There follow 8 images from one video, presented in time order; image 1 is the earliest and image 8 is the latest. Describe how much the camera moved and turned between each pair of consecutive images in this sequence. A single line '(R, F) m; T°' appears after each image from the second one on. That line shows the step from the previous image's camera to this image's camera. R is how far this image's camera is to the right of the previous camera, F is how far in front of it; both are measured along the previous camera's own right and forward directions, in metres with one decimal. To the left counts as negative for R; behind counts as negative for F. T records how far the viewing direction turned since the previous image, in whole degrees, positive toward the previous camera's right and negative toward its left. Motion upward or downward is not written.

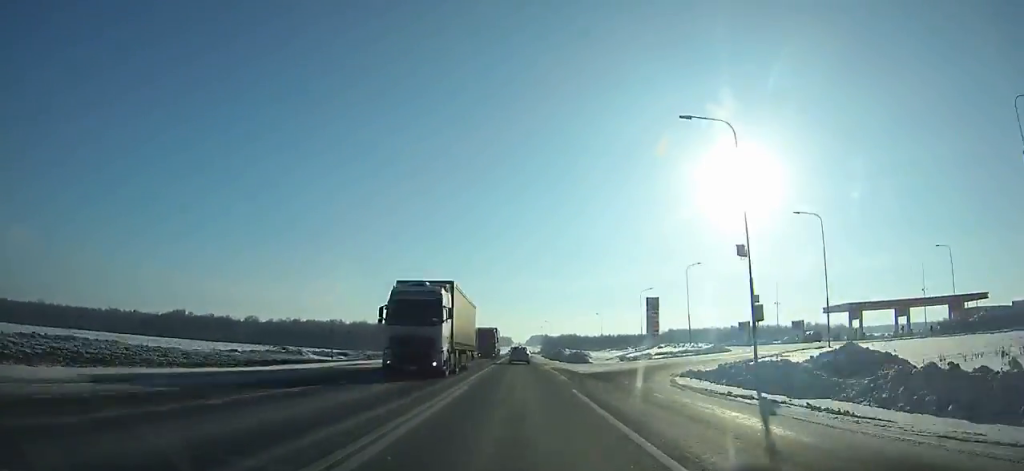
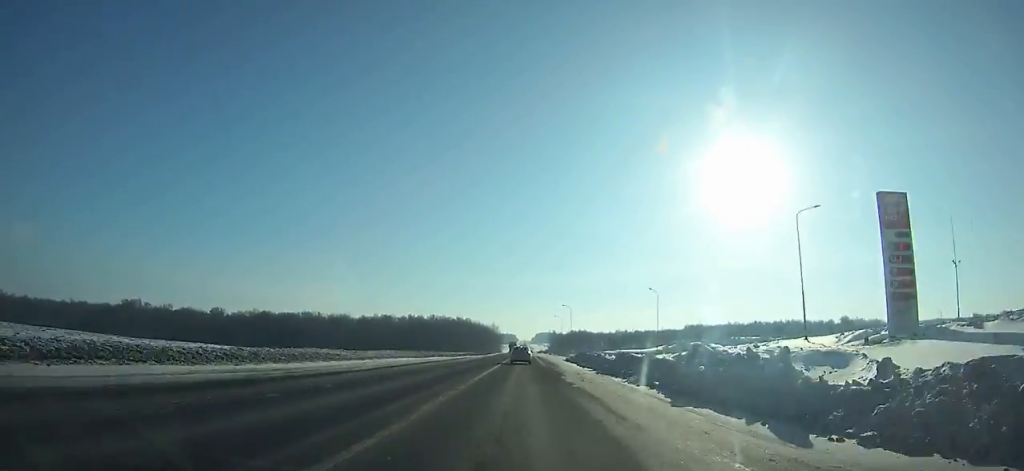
(-0.1, +62.8) m; 0°
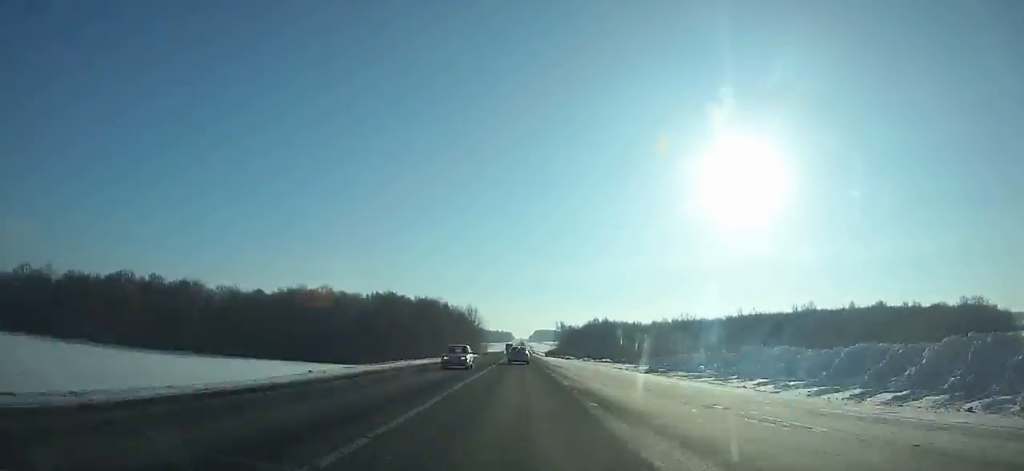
(0.0, +167.9) m; 0°
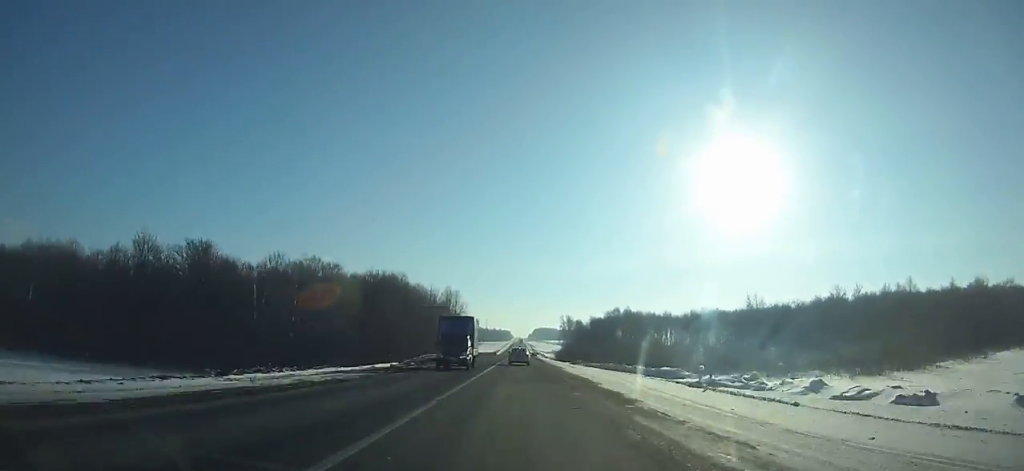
(+0.2, +69.5) m; 0°
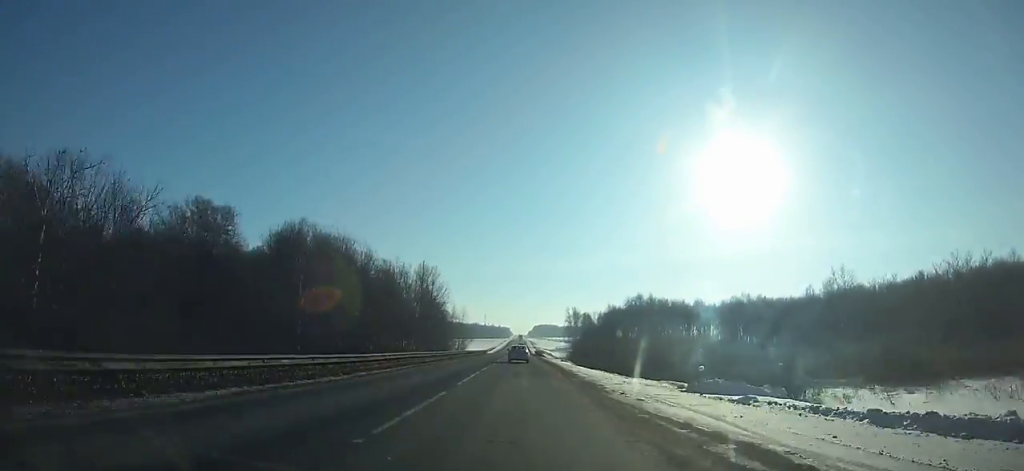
(-0.1, +46.0) m; 0°
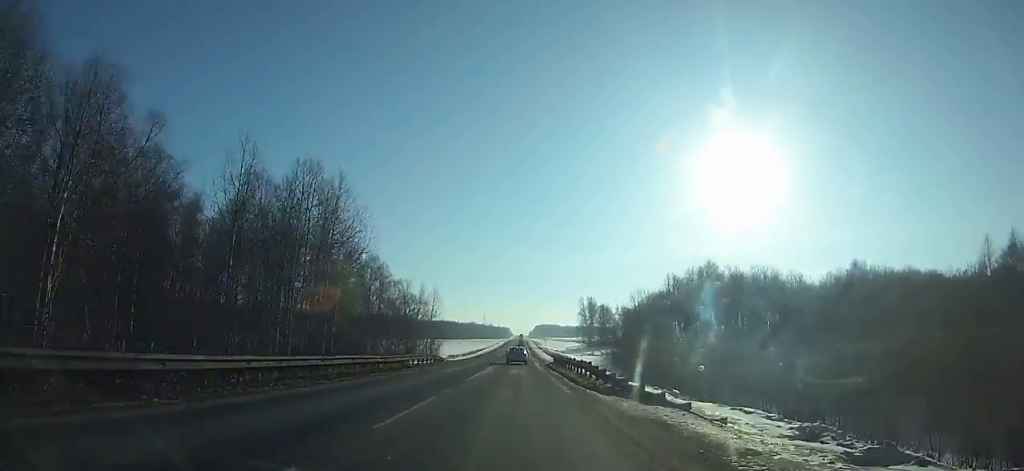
(+0.2, +70.7) m; 0°
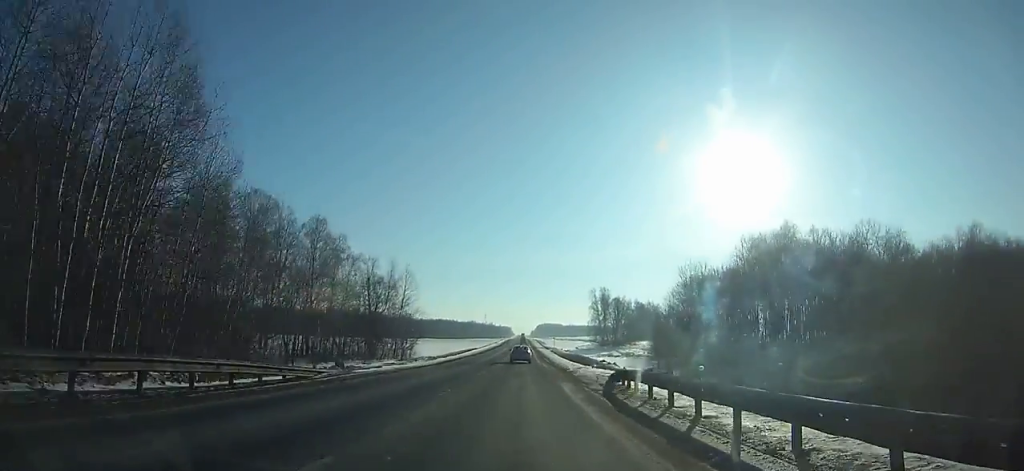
(-0.1, +35.5) m; 0°
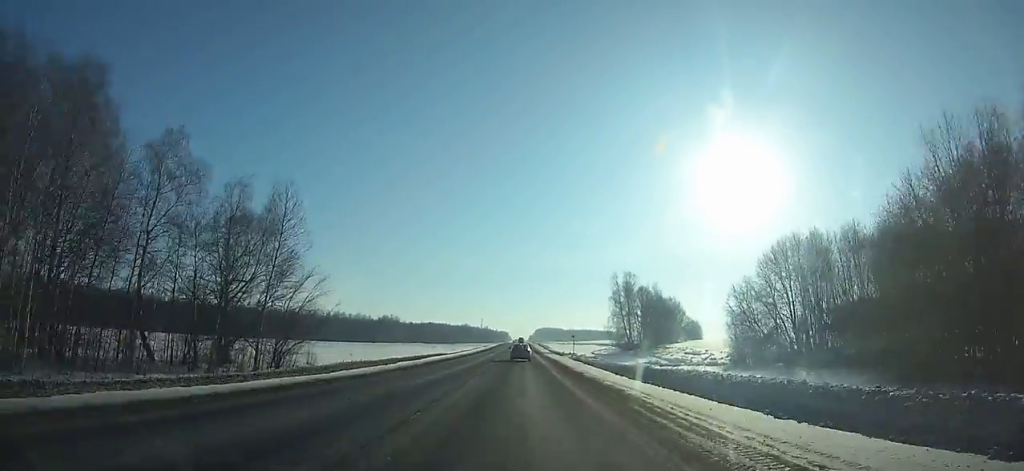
(-0.1, +53.2) m; 0°
